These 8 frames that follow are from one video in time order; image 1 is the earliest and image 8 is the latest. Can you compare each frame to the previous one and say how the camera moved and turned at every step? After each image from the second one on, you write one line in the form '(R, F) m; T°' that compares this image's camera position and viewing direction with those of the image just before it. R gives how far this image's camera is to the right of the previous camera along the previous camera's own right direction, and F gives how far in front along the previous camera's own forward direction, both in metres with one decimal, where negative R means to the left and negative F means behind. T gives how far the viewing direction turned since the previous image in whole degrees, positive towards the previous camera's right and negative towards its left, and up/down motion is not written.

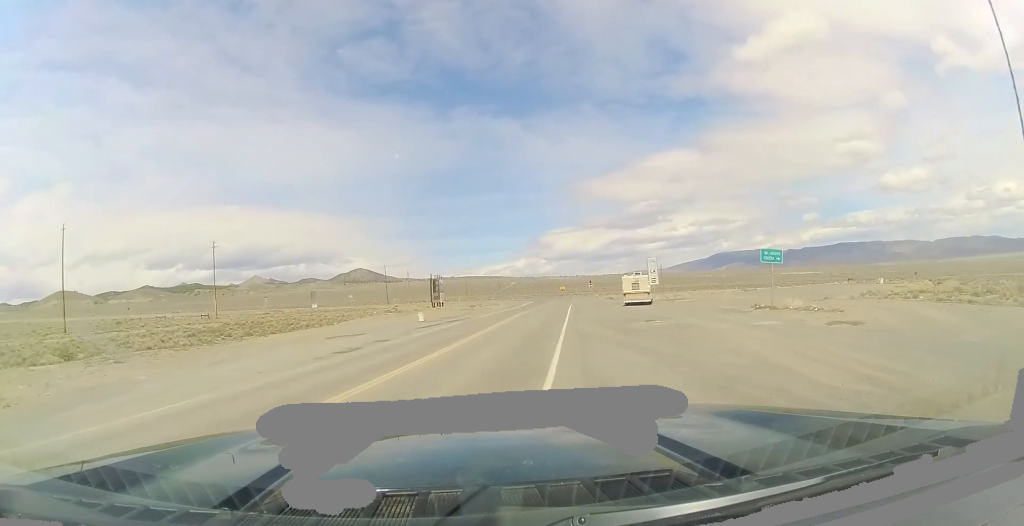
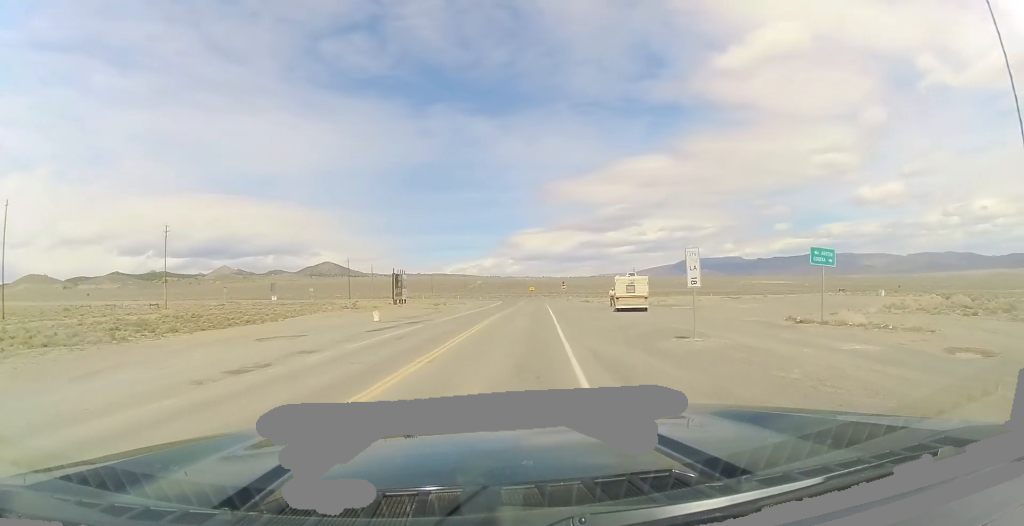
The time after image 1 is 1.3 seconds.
(+0.2, +7.2) m; +7°
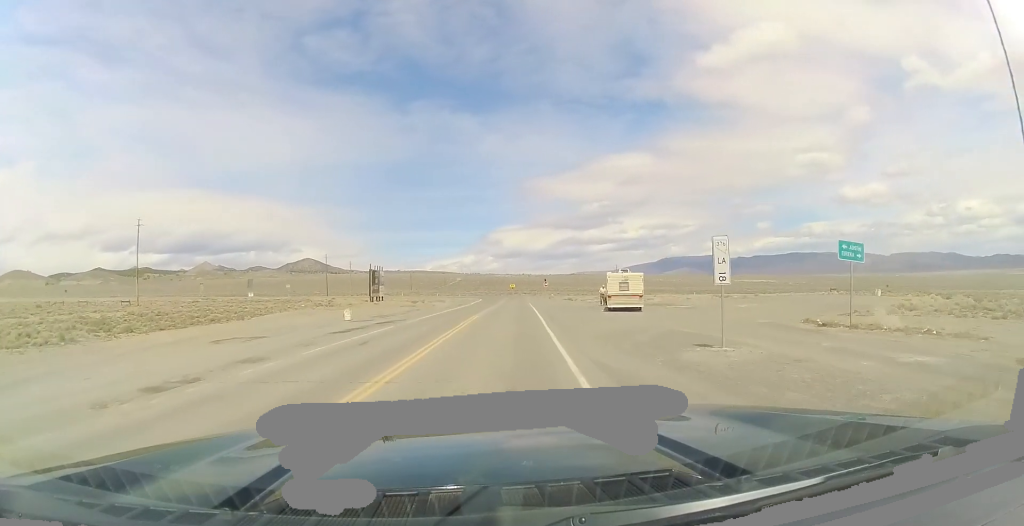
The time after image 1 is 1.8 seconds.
(+0.2, +3.3) m; +2°
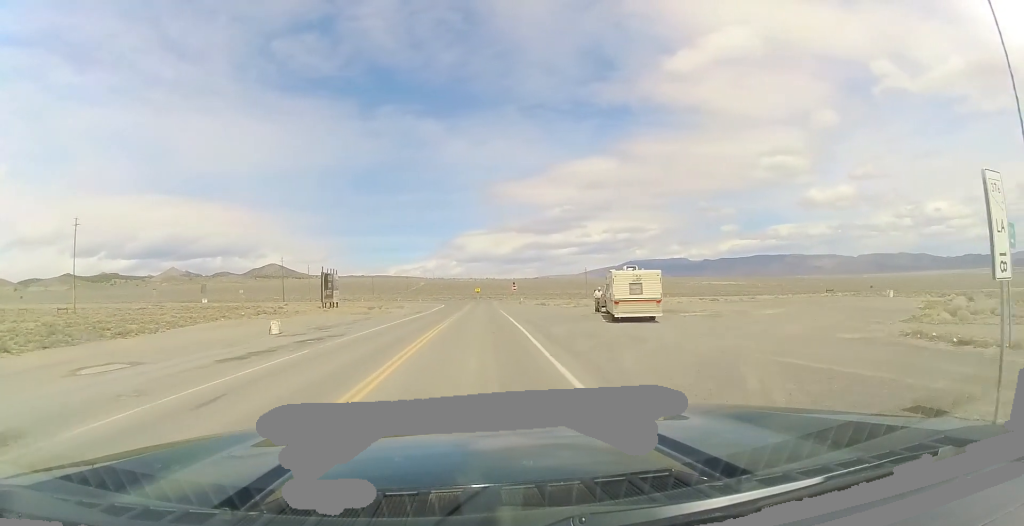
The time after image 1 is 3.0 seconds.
(+0.2, +9.2) m; +2°
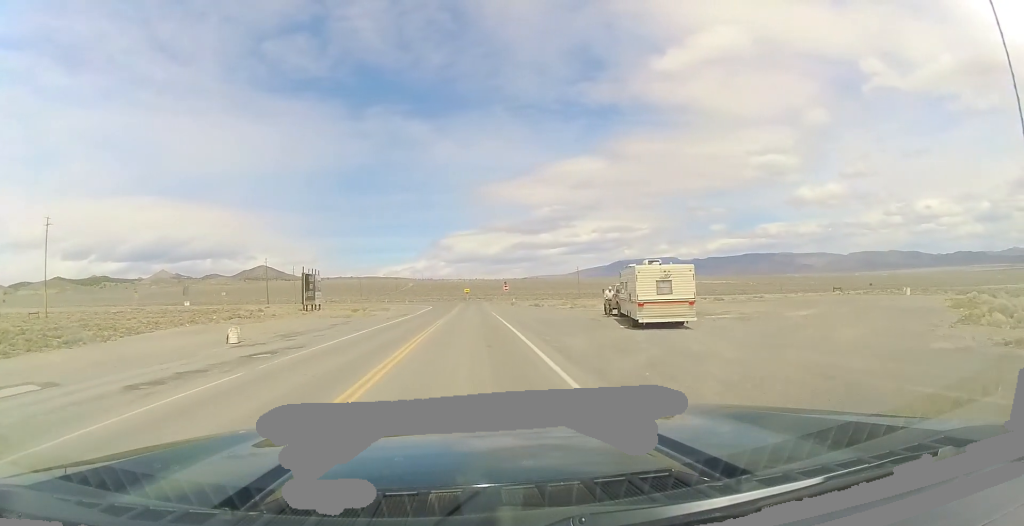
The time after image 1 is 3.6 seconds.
(0.0, +5.0) m; +1°
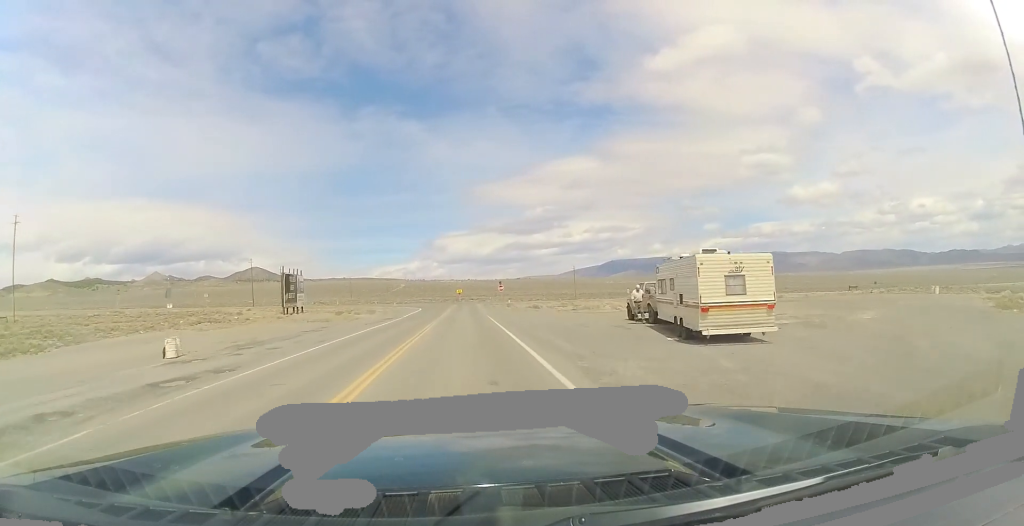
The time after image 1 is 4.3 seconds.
(+0.2, +6.2) m; +1°
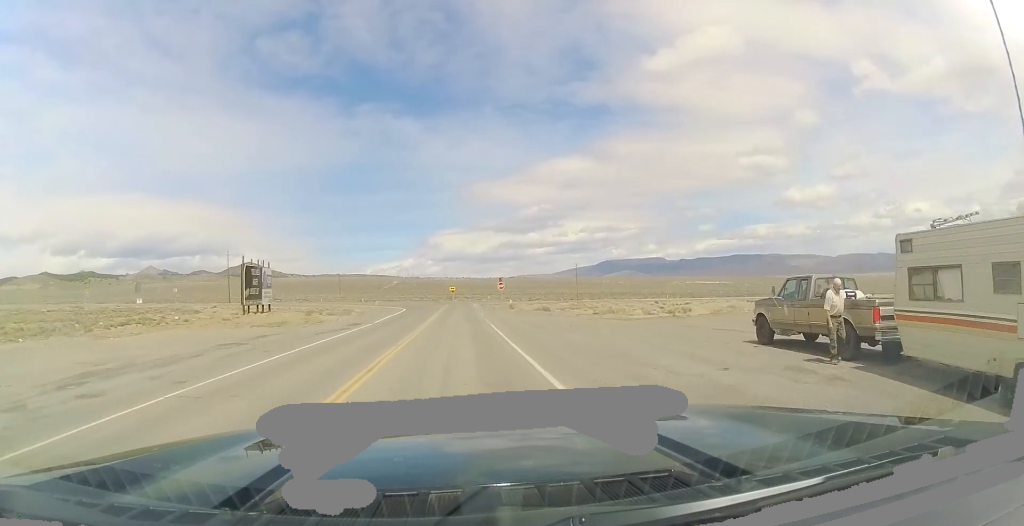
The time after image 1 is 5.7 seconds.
(0.0, +13.1) m; +1°
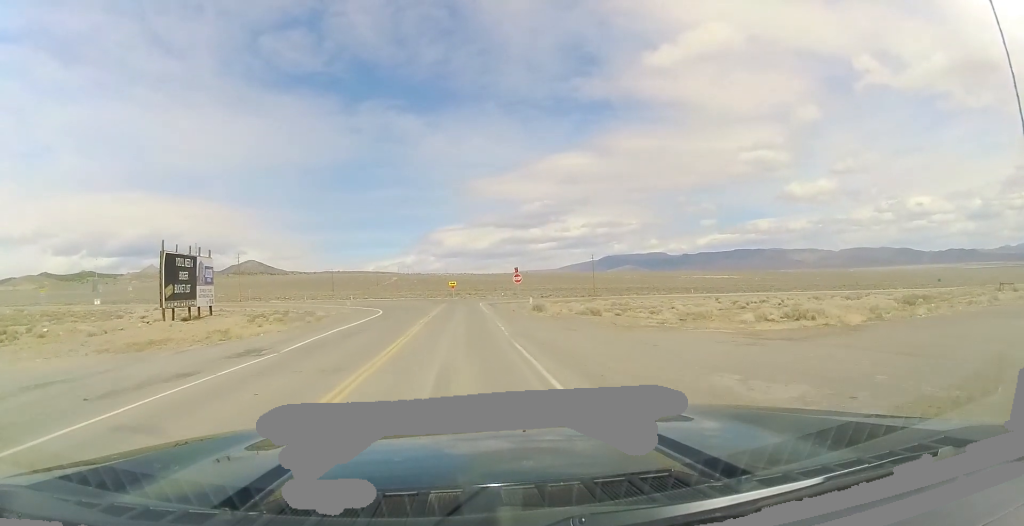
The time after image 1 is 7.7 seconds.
(-0.5, +20.4) m; -2°
